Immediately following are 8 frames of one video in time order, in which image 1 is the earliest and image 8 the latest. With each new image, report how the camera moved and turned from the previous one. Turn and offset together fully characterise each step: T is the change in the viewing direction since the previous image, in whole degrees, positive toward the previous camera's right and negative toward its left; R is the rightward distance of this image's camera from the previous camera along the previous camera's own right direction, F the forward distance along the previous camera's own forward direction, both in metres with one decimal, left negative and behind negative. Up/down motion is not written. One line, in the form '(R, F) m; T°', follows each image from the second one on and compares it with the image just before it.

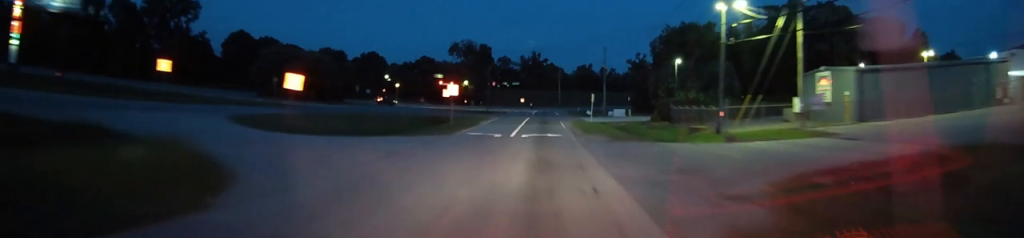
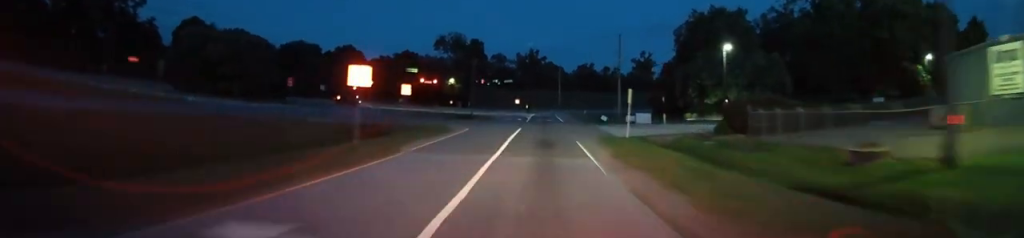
(-0.2, +23.7) m; 0°
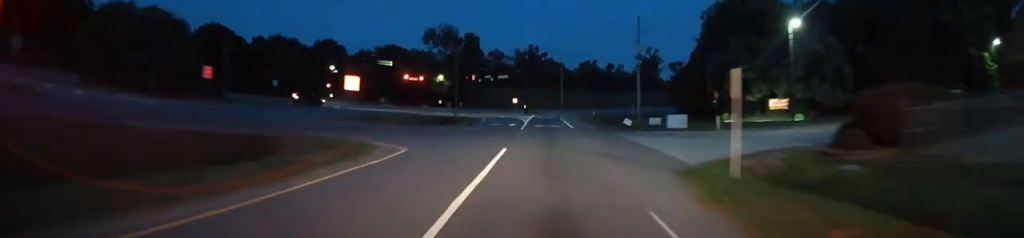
(+0.2, +17.1) m; 0°
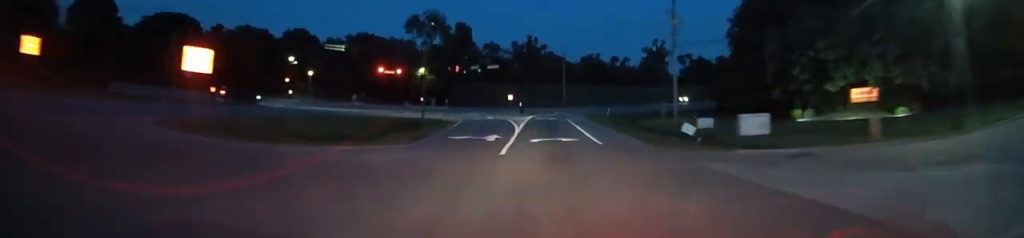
(-0.1, +19.0) m; 0°
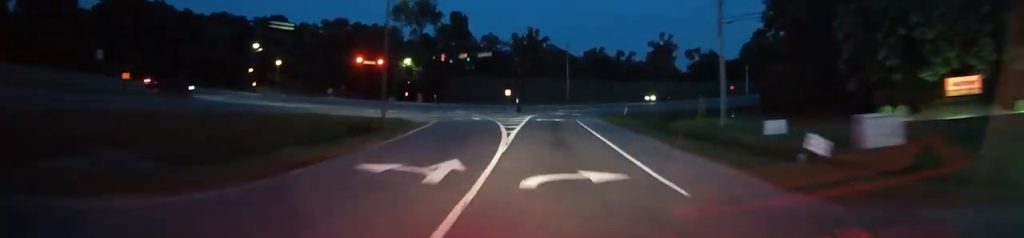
(0.0, +13.2) m; 0°
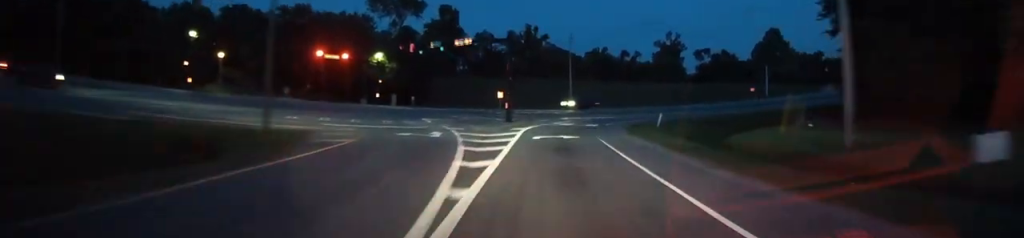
(+0.1, +16.6) m; +1°
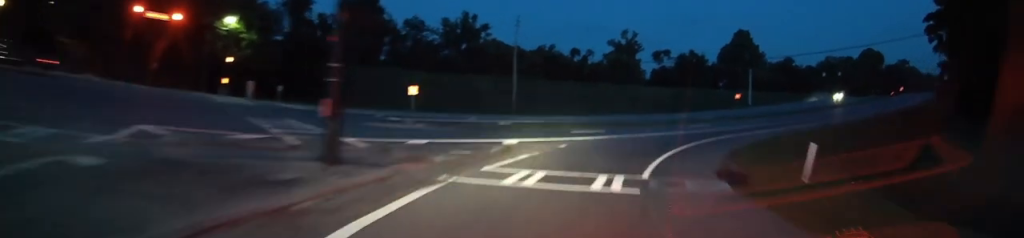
(+1.4, +27.9) m; +9°
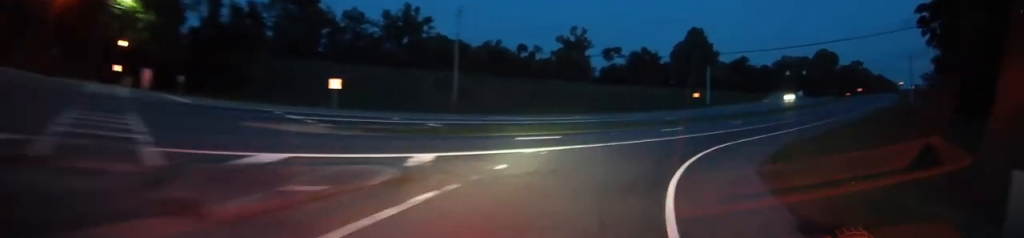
(+0.2, +8.2) m; +4°
